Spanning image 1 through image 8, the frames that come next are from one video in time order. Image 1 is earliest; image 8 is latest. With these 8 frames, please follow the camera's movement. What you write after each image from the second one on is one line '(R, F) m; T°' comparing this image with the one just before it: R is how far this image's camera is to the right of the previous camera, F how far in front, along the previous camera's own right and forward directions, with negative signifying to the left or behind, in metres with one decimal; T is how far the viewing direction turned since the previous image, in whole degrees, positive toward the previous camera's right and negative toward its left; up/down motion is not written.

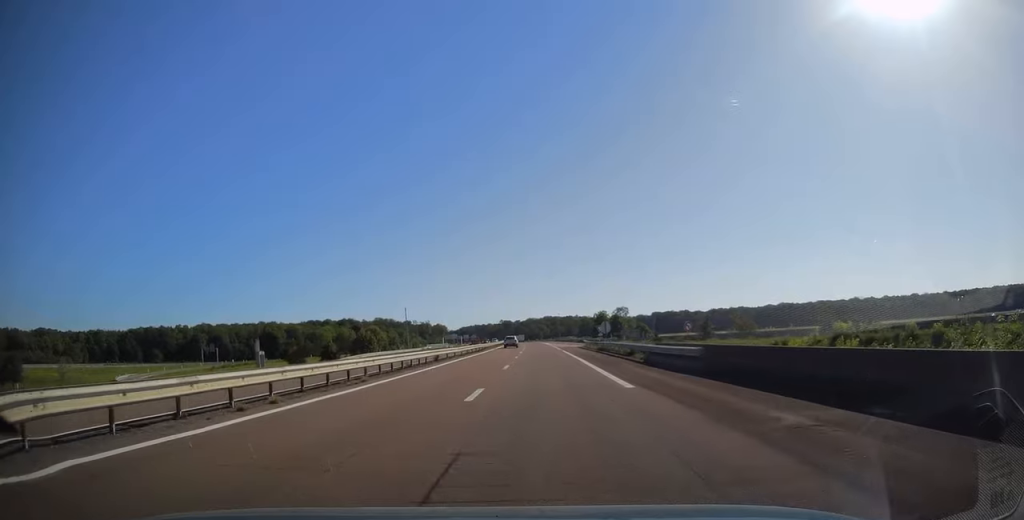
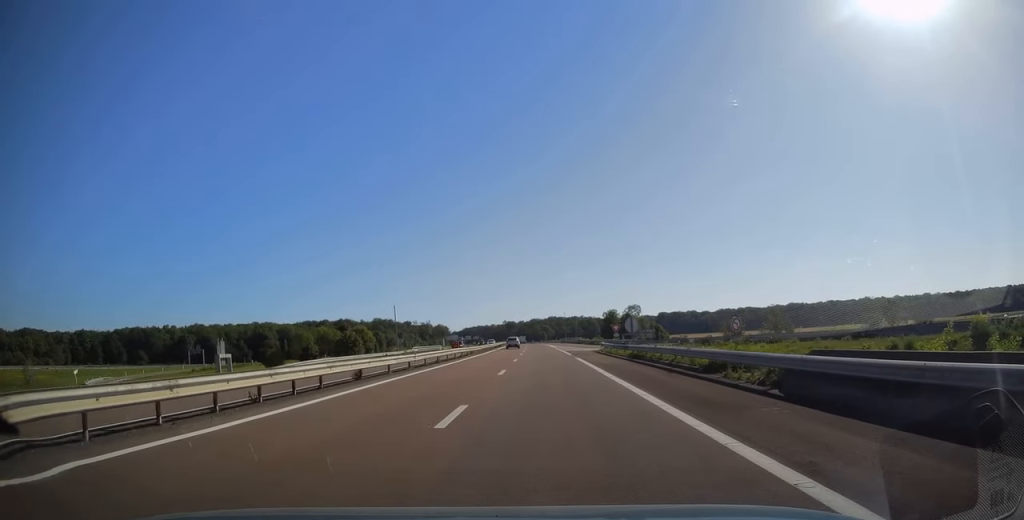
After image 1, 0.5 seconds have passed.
(-0.1, +16.7) m; 0°
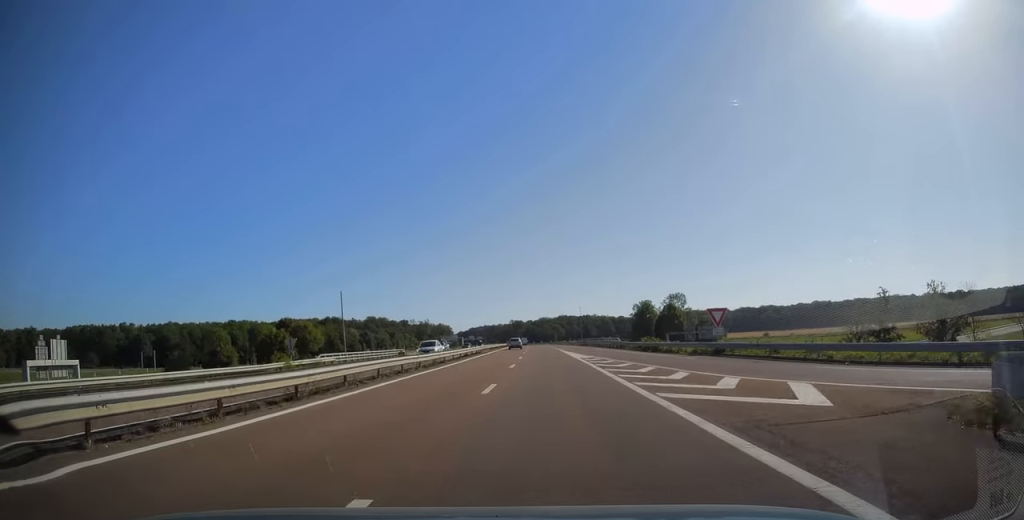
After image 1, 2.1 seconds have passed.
(-0.6, +46.1) m; -1°
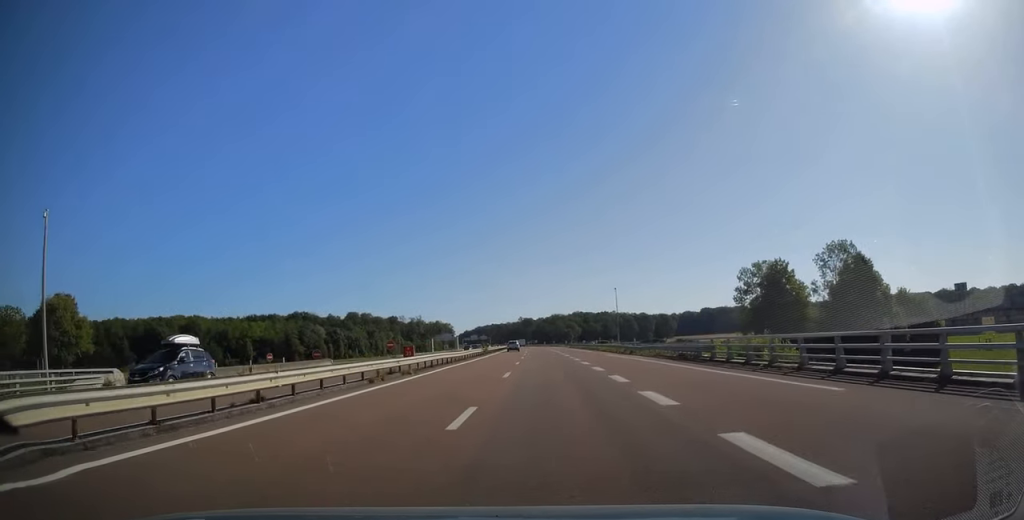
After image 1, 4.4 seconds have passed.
(-0.9, +71.0) m; -1°
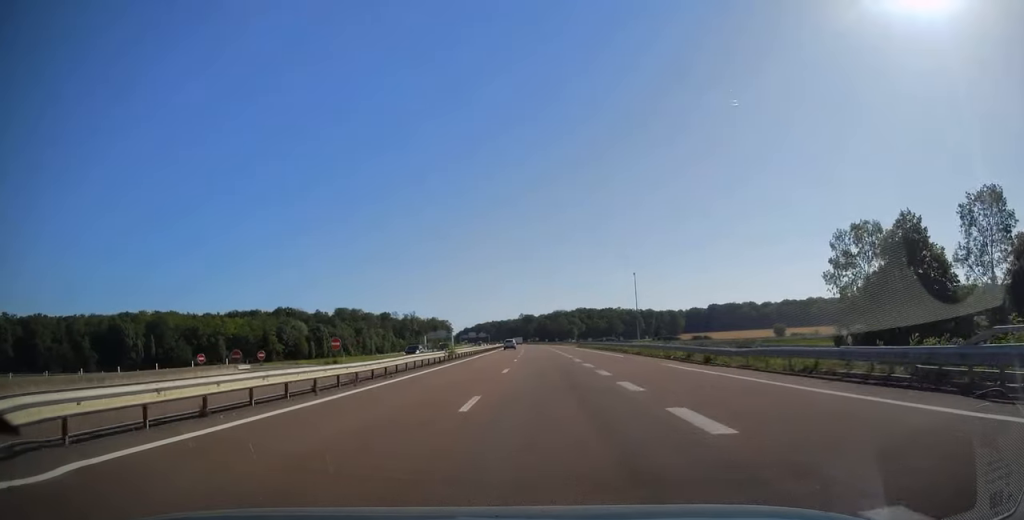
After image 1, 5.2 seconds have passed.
(+0.2, +23.8) m; 0°
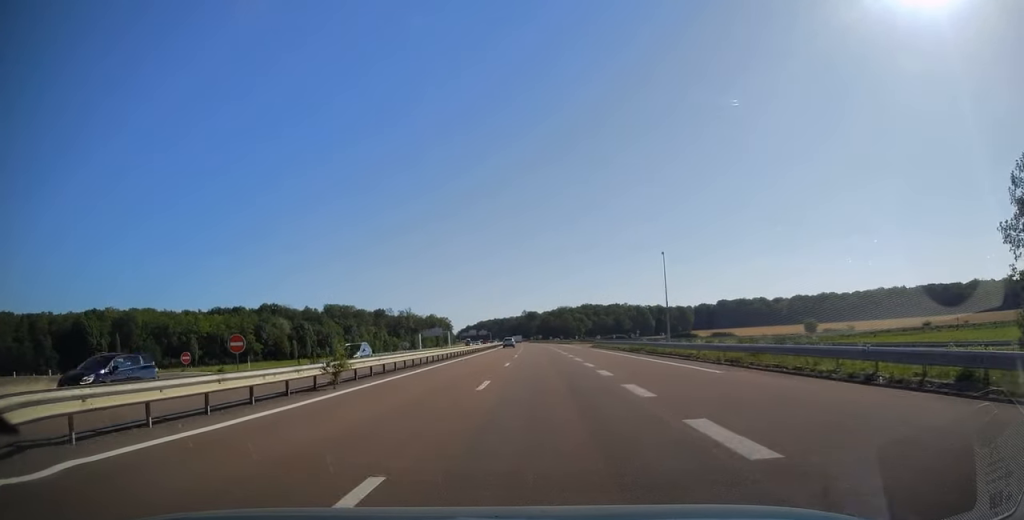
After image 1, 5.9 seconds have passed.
(-0.2, +21.8) m; -1°
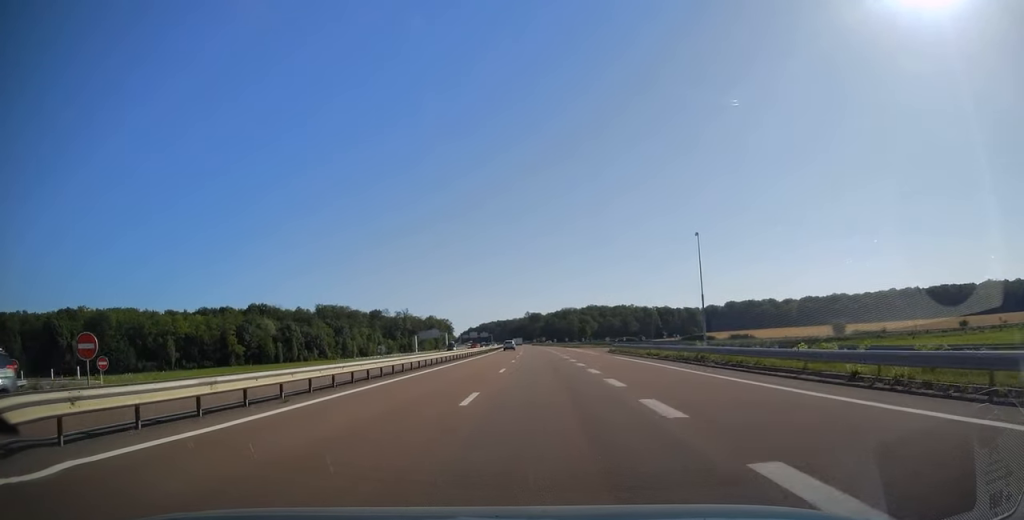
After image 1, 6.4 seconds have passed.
(-0.1, +16.2) m; 0°
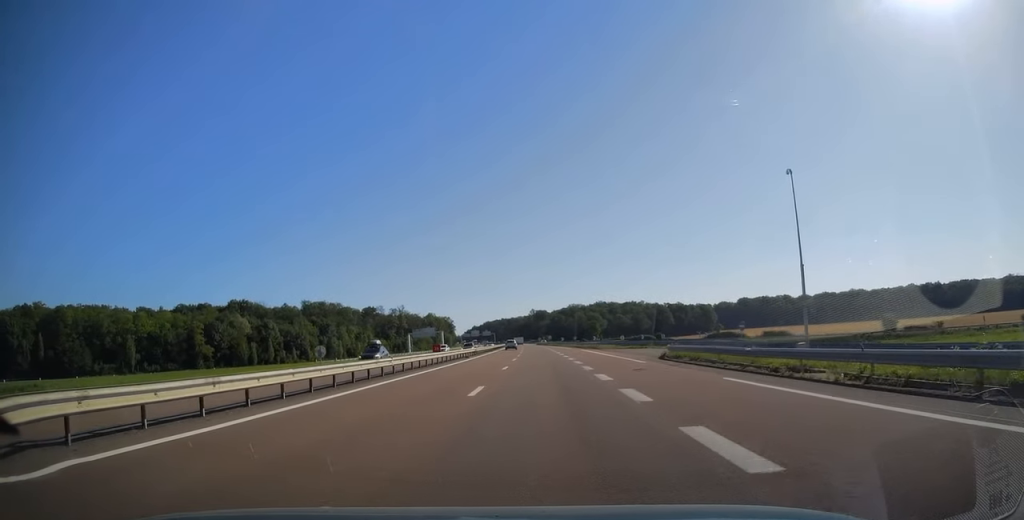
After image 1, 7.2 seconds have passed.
(-0.1, +23.8) m; 0°
